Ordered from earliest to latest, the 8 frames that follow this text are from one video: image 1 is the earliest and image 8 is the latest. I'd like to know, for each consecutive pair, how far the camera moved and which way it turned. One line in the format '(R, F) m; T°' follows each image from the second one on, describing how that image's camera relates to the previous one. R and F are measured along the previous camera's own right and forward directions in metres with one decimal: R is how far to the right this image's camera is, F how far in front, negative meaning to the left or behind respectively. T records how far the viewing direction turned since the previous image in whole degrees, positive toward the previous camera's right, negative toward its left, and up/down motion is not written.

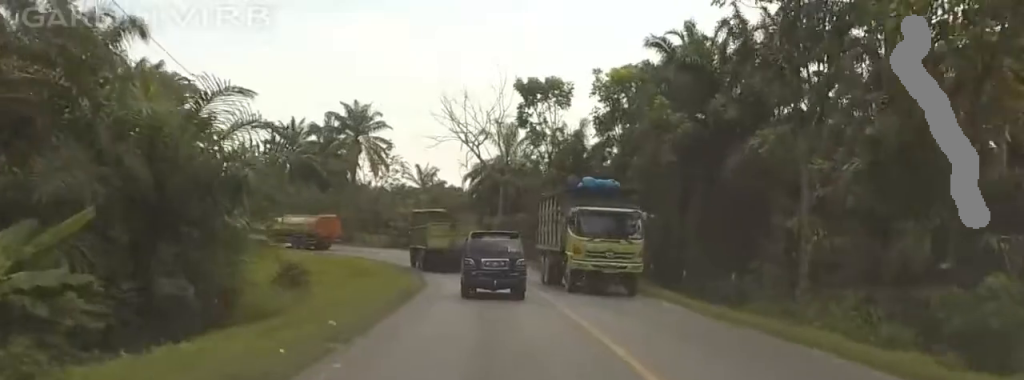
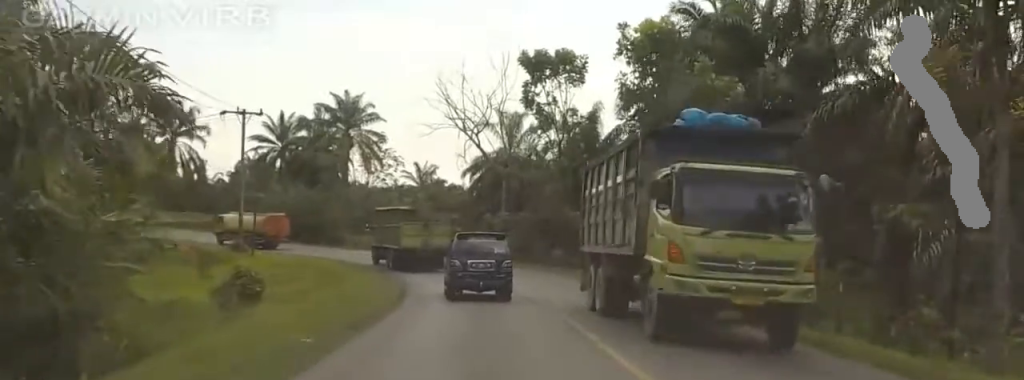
(+1.0, +8.2) m; 0°
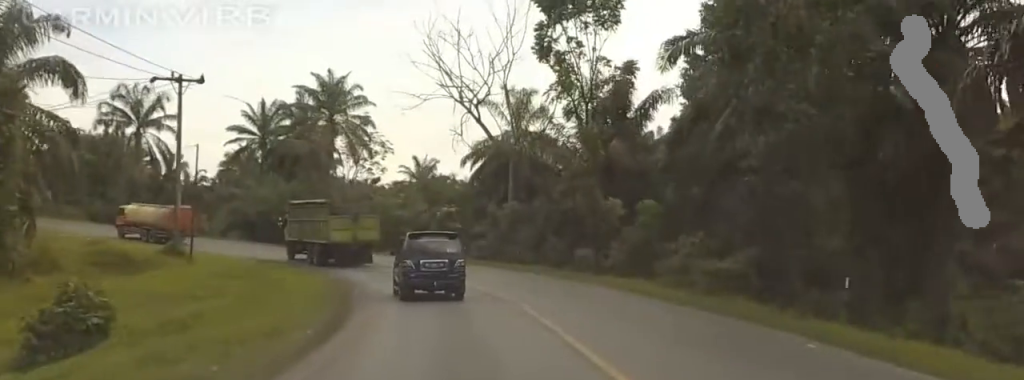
(-1.3, +12.8) m; -7°
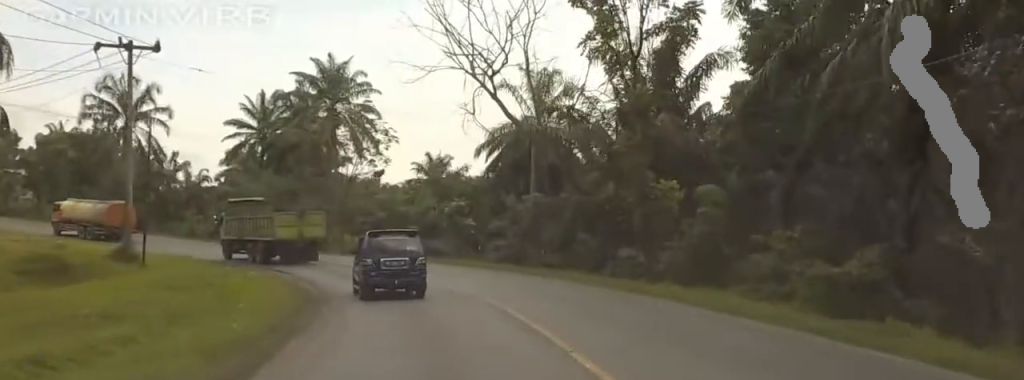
(-0.1, +8.8) m; -4°
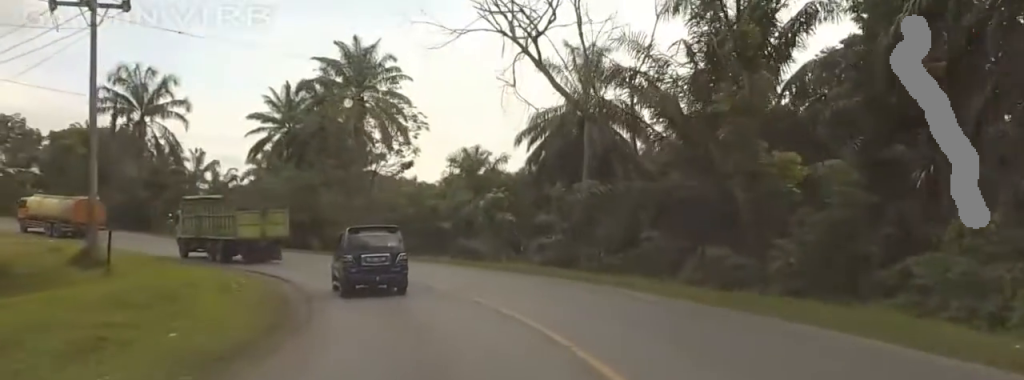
(-0.1, +7.7) m; -4°
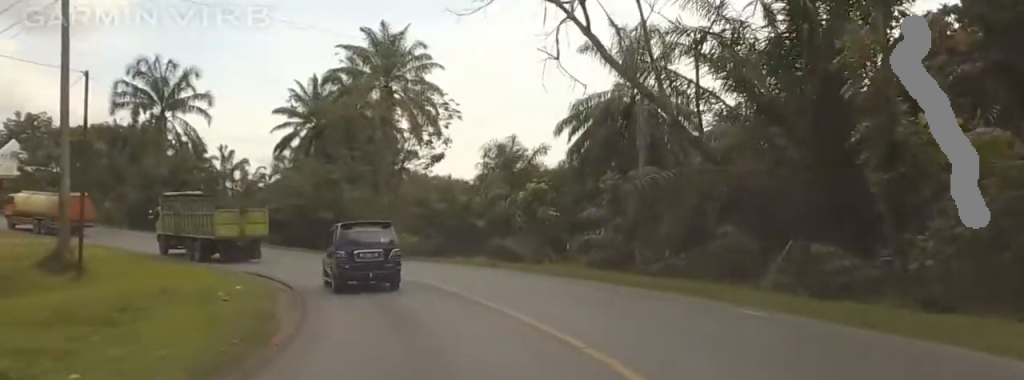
(-0.4, +5.2) m; -2°
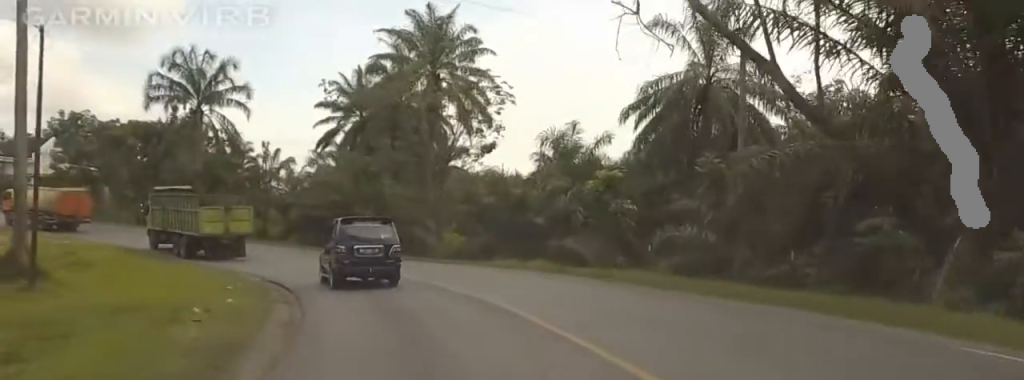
(-0.3, +6.2) m; -3°
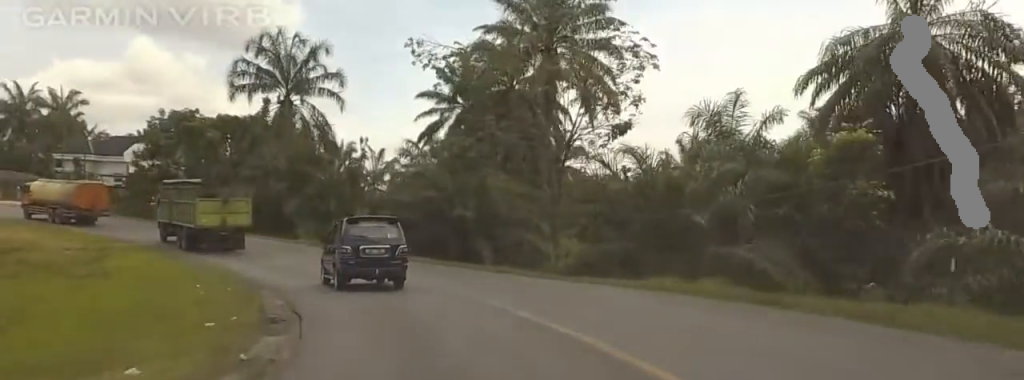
(+0.1, +11.3) m; -3°
